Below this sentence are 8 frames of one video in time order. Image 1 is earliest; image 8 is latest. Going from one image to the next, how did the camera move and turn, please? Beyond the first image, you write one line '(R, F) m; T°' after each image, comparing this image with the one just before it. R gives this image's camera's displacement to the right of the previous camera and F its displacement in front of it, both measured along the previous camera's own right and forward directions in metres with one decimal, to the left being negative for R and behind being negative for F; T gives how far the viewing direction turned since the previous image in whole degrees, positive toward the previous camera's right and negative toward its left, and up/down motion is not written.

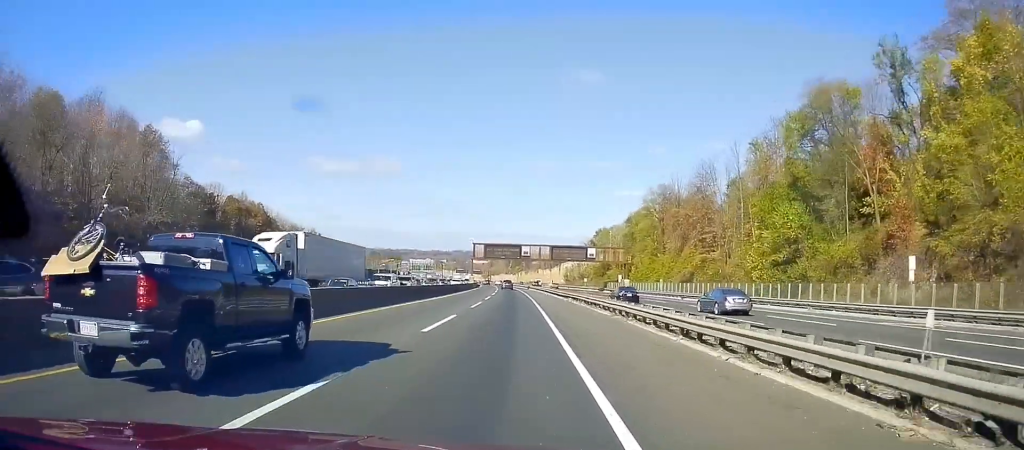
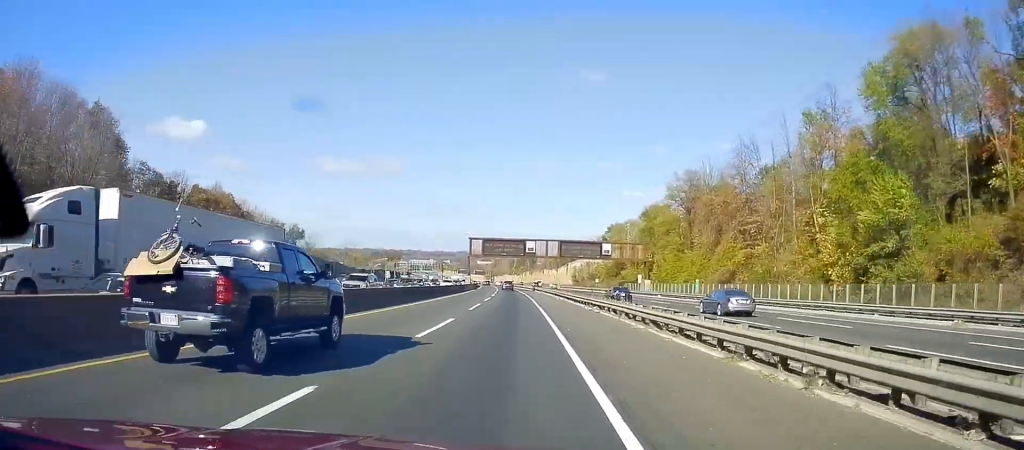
(0.0, +16.7) m; 0°
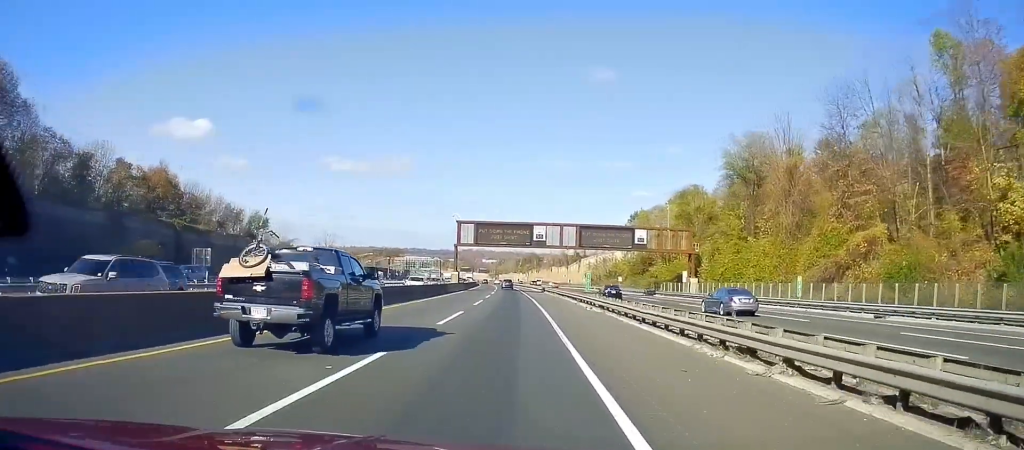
(+0.1, +26.5) m; -2°
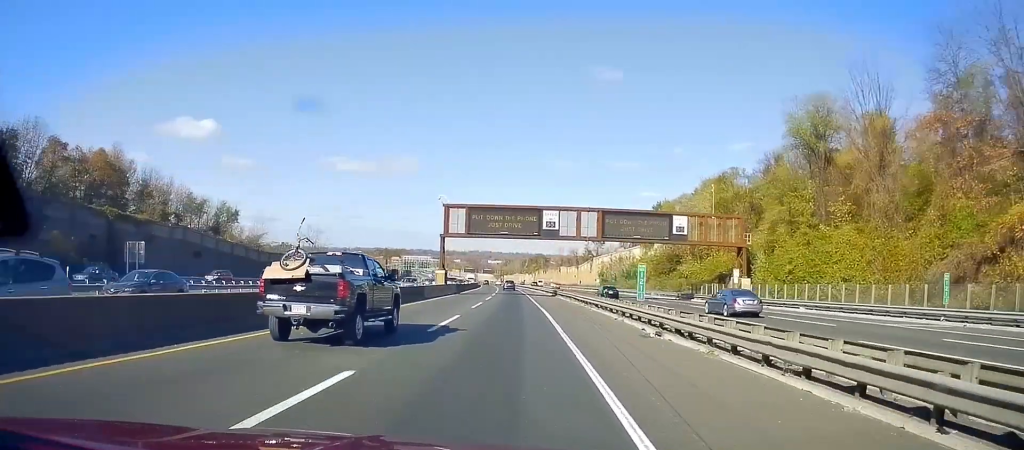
(-0.6, +17.7) m; -1°
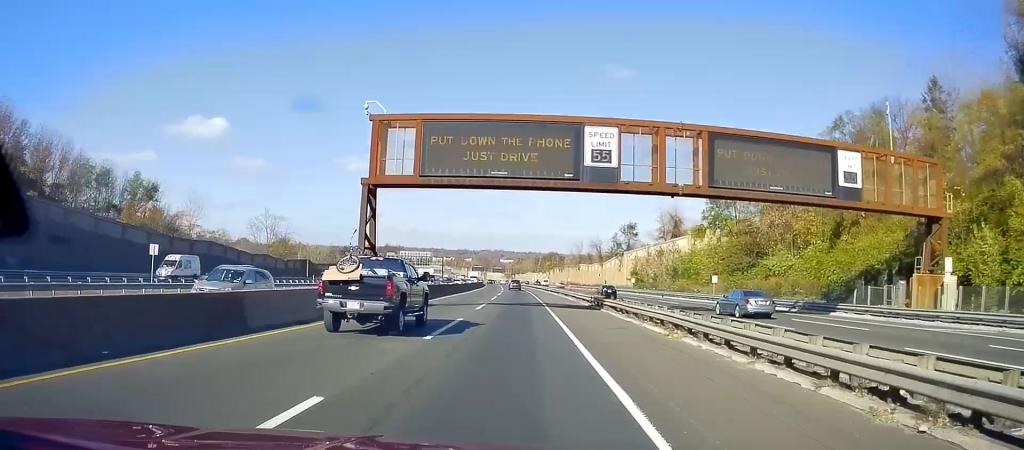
(-0.2, +32.6) m; 0°
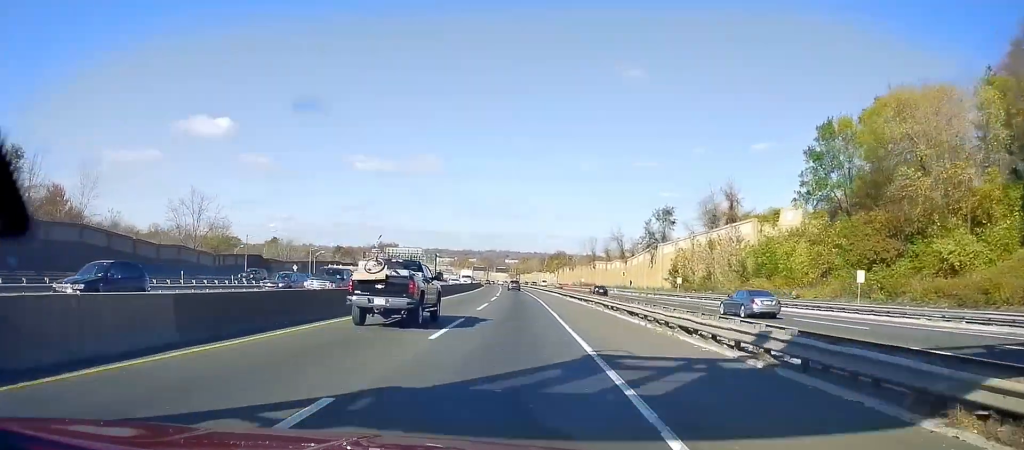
(+0.1, +30.7) m; 0°
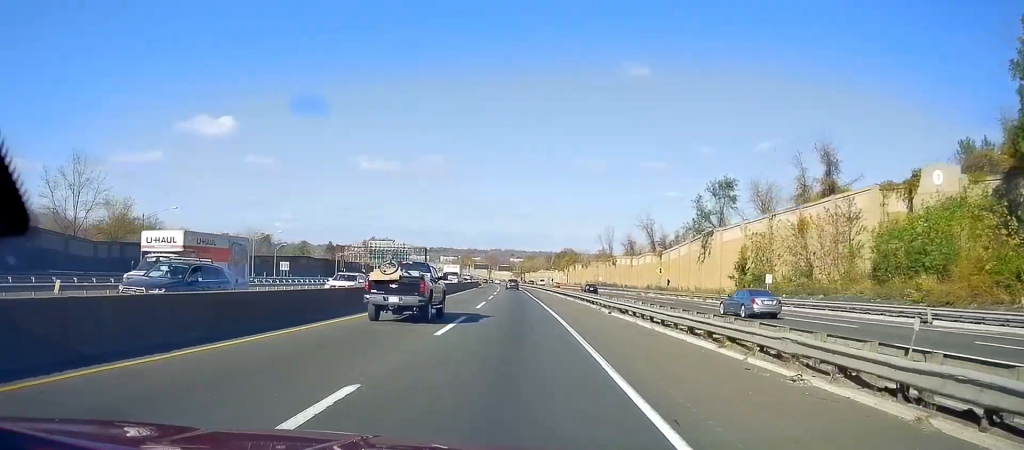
(-0.2, +29.6) m; -1°
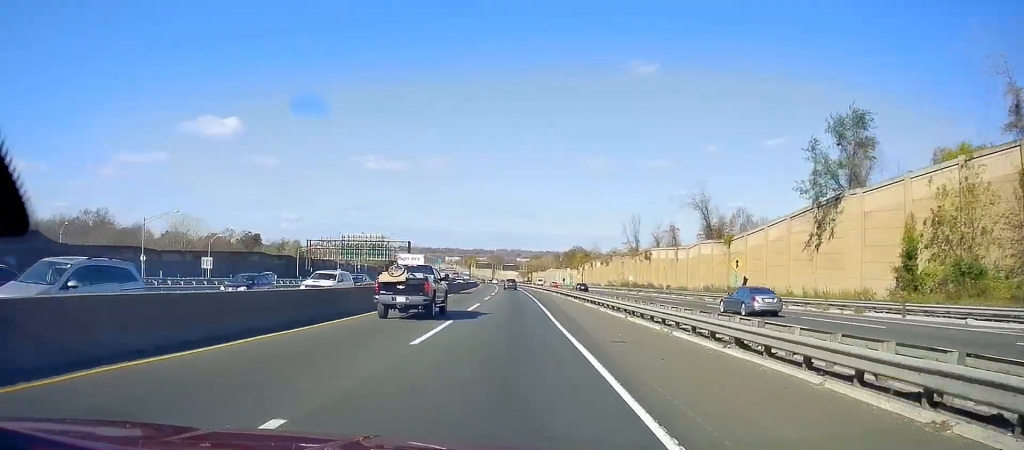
(-0.4, +32.8) m; -1°
